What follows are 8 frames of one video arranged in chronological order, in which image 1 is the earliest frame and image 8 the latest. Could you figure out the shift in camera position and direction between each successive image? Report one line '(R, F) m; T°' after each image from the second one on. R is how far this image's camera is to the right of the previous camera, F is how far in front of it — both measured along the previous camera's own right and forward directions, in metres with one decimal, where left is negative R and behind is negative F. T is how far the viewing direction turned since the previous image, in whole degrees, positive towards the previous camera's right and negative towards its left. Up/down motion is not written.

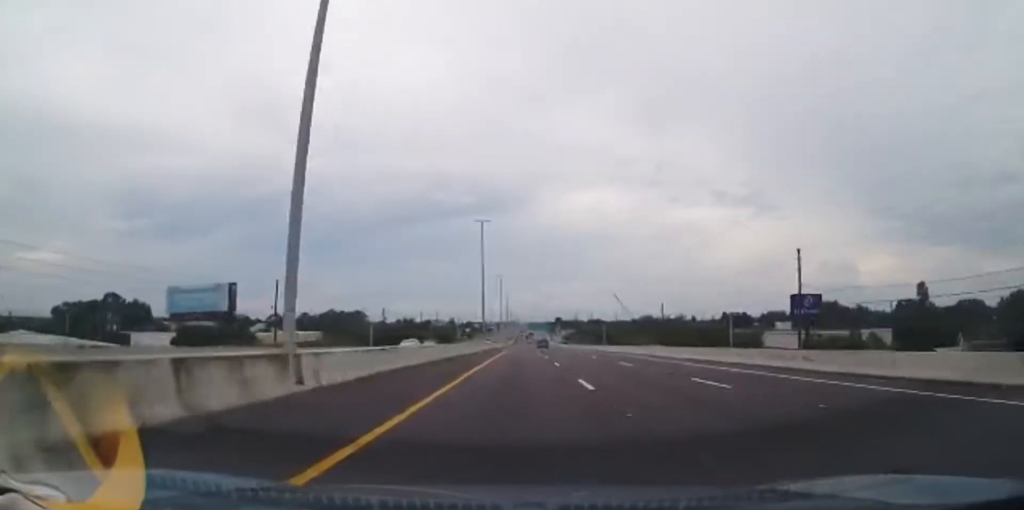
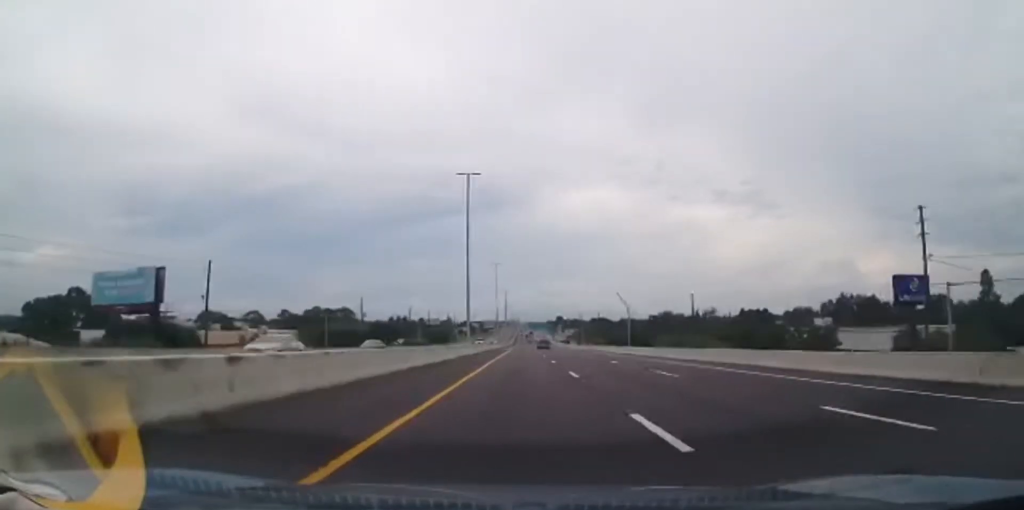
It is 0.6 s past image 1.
(-0.3, +19.5) m; 0°
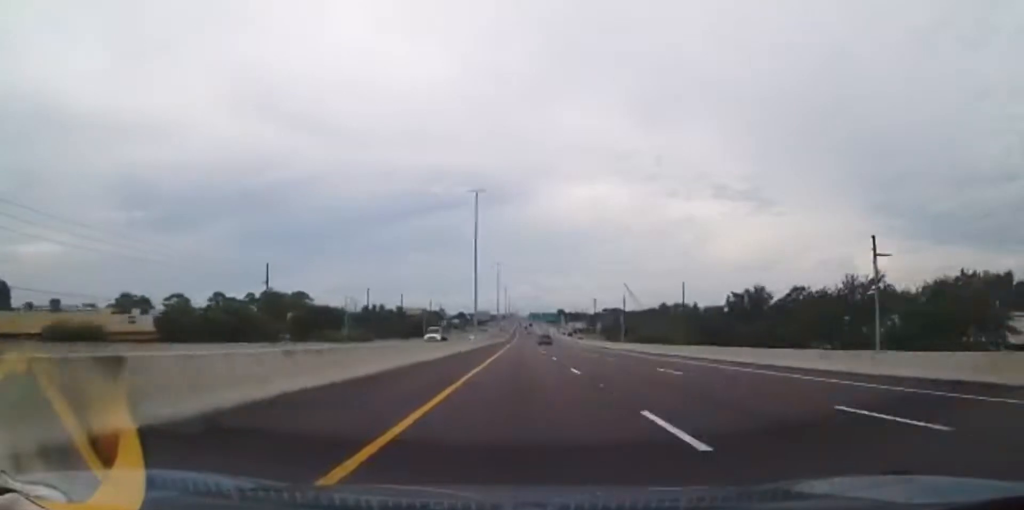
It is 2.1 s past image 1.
(-0.2, +48.6) m; 0°
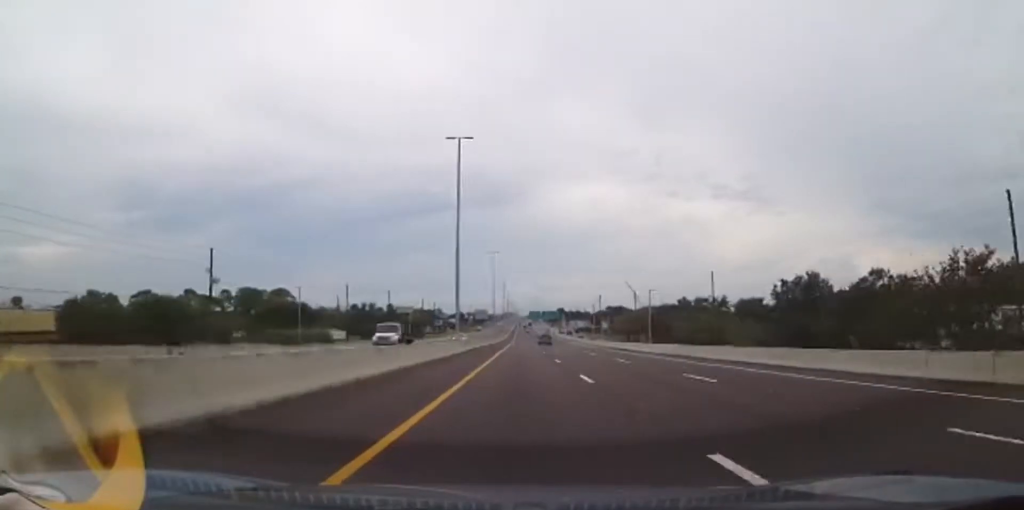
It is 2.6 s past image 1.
(0.0, +15.2) m; 0°
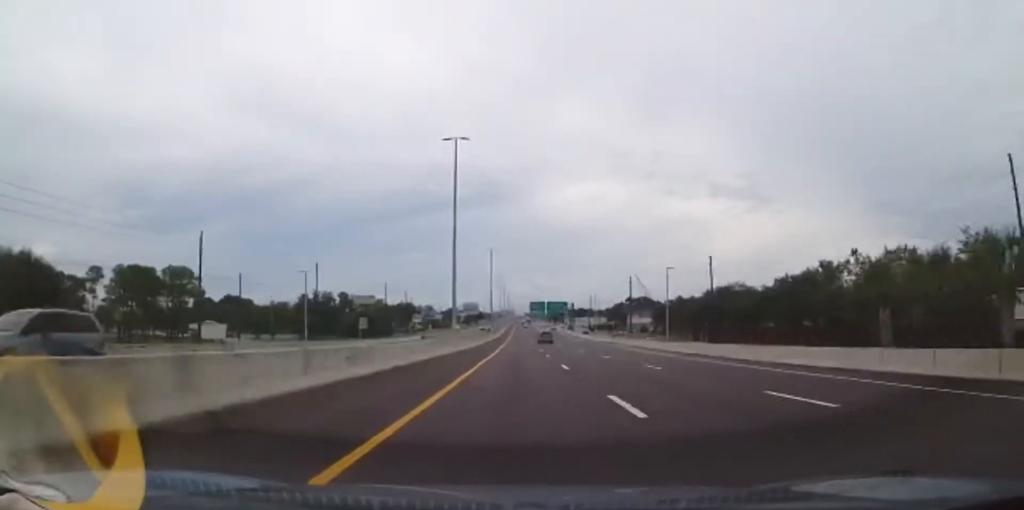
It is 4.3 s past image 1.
(0.0, +56.8) m; 0°
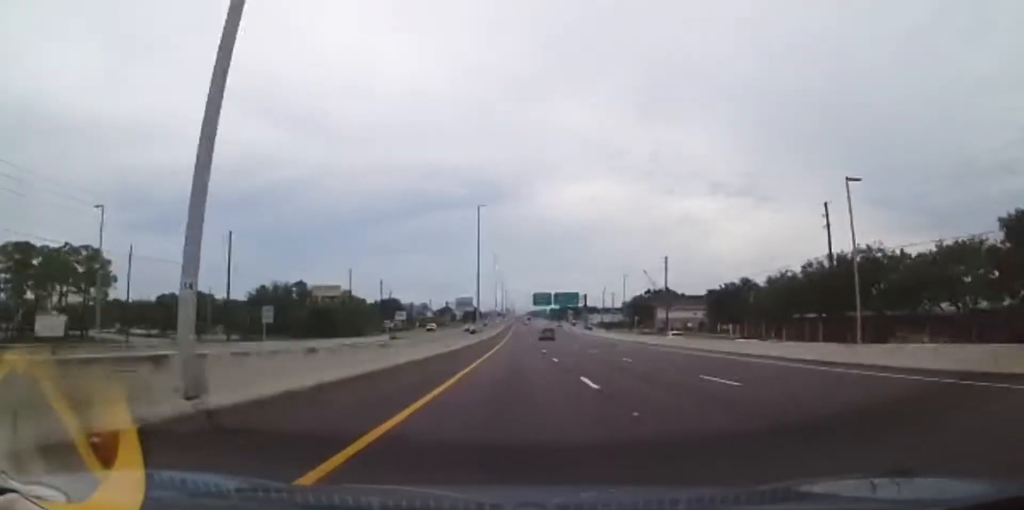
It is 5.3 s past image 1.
(+0.1, +32.8) m; 0°
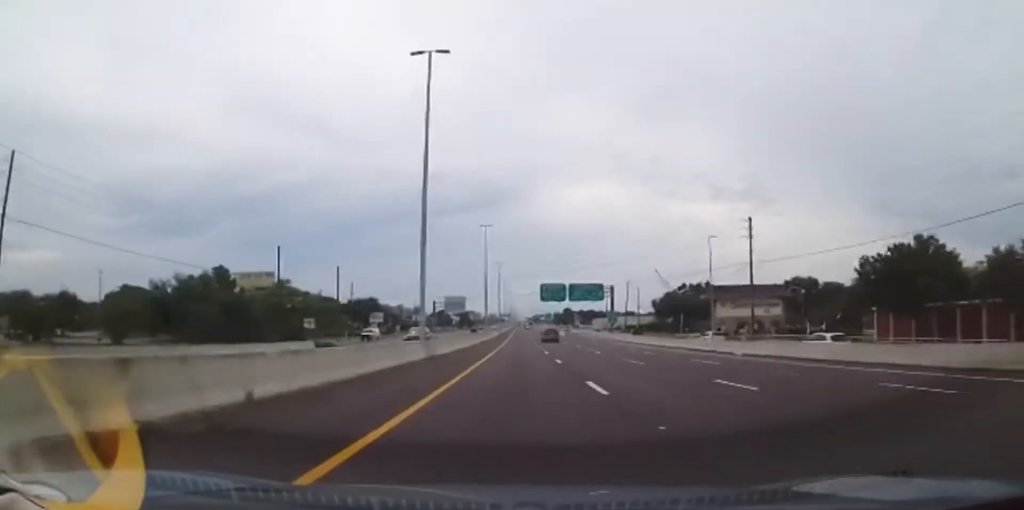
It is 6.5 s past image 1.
(0.0, +38.1) m; 0°
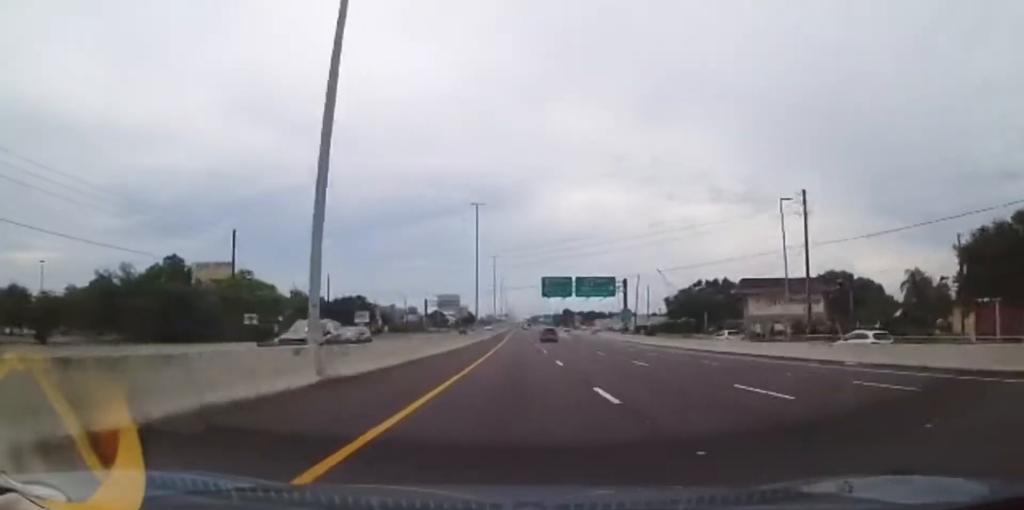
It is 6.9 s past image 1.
(0.0, +14.0) m; 0°
